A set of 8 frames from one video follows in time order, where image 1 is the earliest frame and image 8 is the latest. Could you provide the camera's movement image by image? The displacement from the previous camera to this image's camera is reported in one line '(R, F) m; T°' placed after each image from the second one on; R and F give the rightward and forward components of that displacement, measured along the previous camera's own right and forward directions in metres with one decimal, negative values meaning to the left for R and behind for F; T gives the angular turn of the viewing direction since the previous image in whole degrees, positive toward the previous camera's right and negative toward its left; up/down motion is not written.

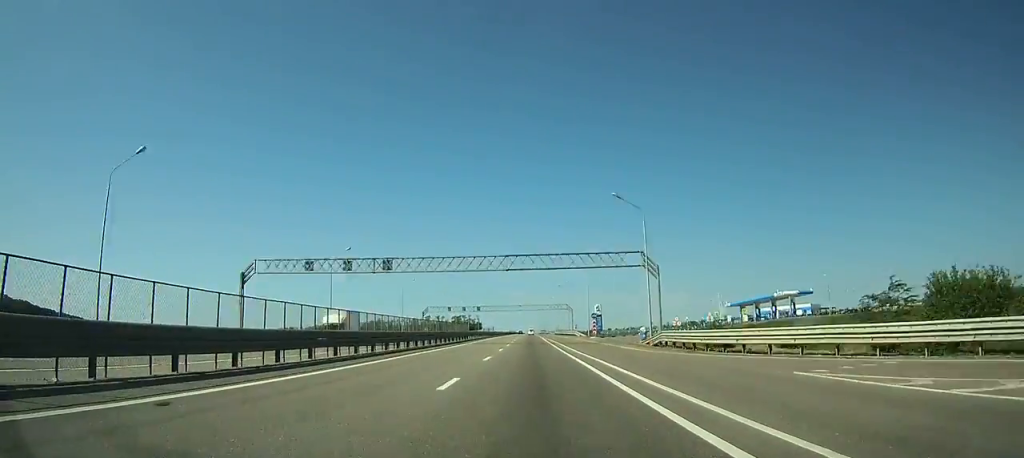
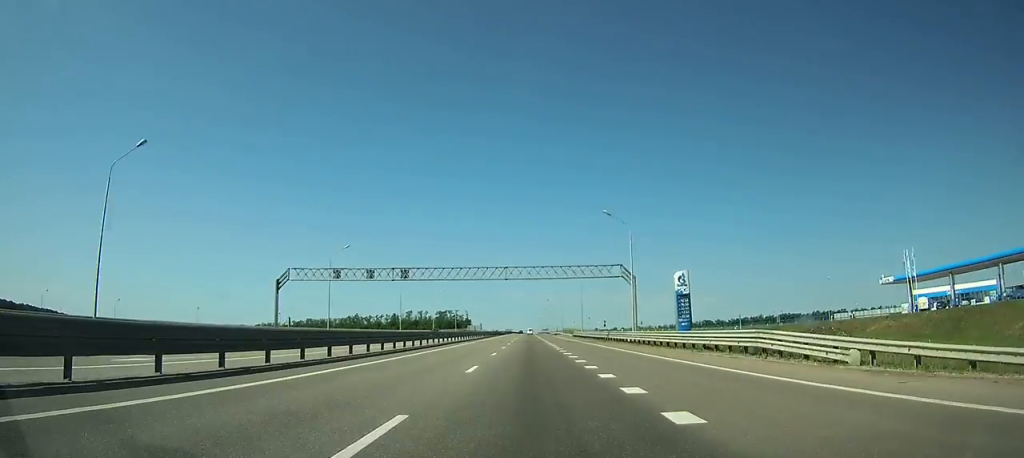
(-0.2, +87.3) m; 0°
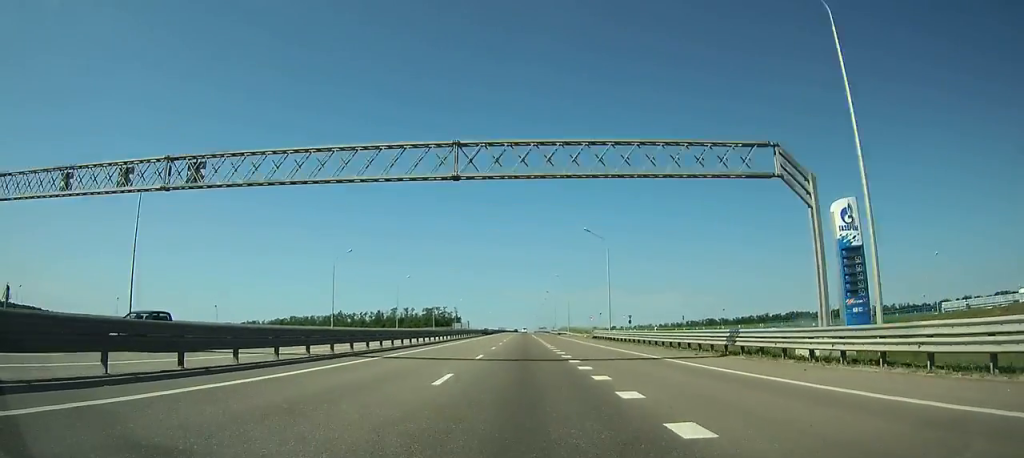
(0.0, +39.7) m; 0°
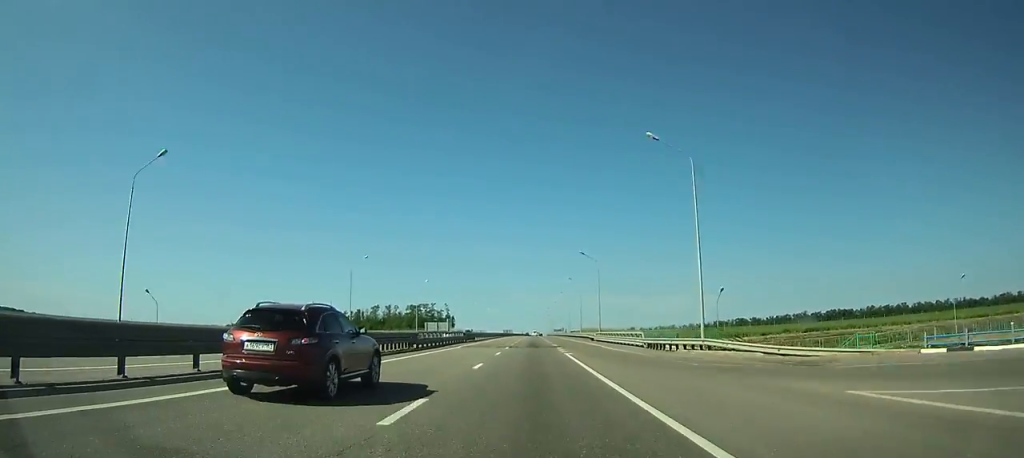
(-0.1, +92.1) m; 0°
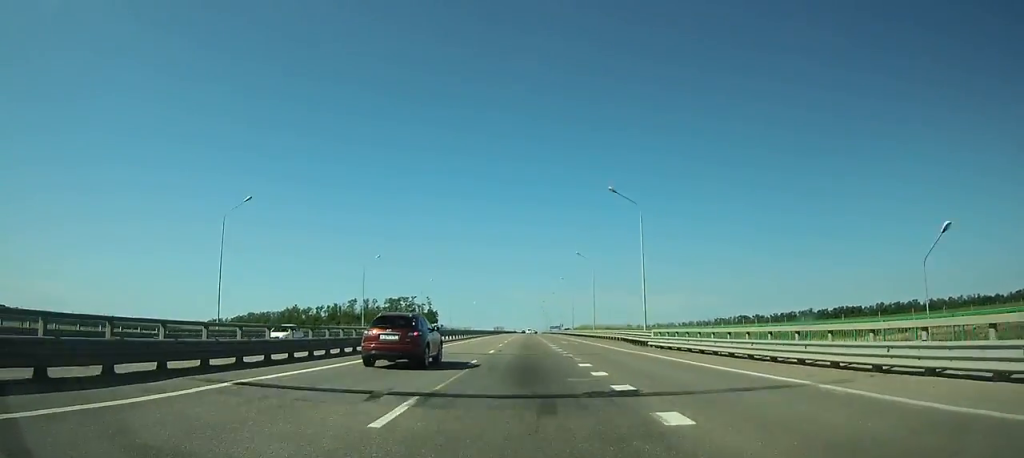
(-0.1, +36.7) m; 0°
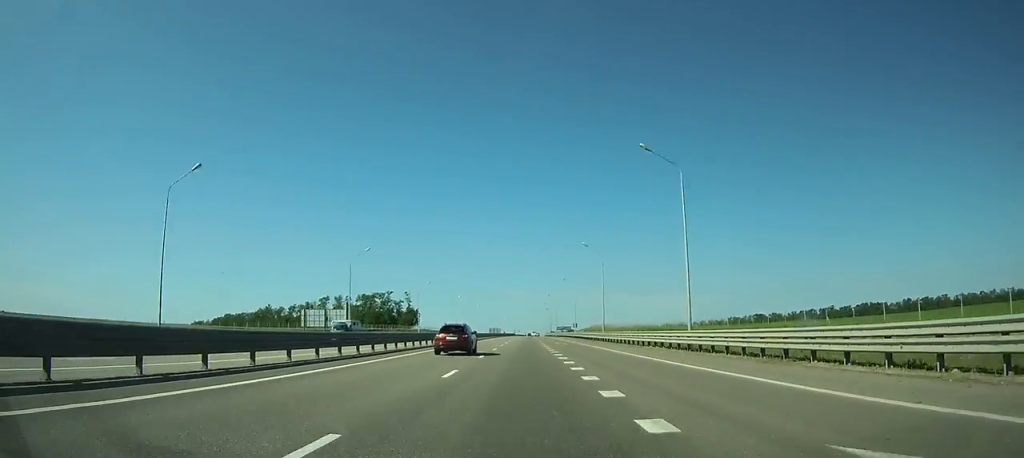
(0.0, +52.1) m; 0°
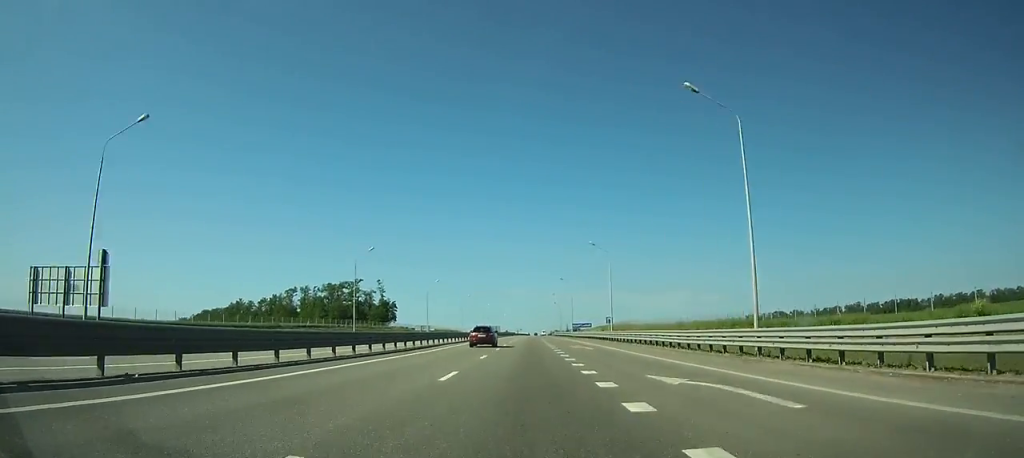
(+0.1, +49.2) m; 0°
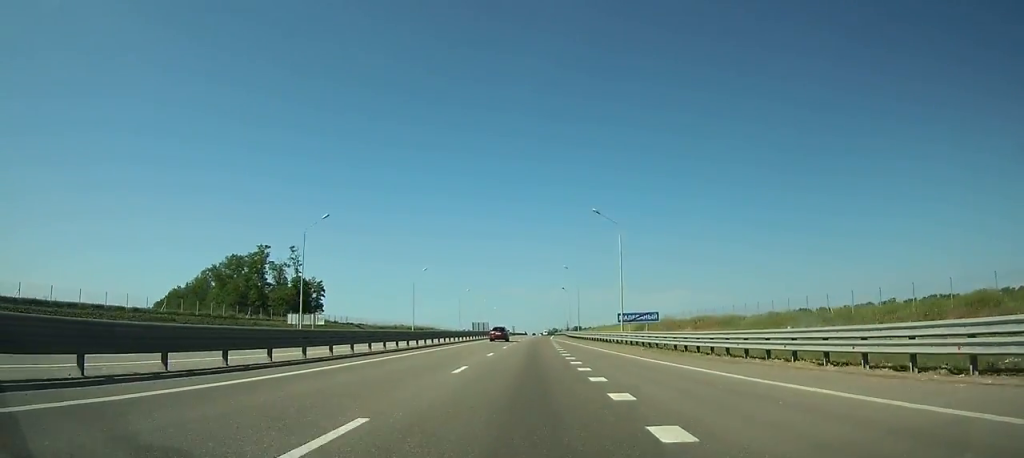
(+0.2, +66.8) m; +1°
